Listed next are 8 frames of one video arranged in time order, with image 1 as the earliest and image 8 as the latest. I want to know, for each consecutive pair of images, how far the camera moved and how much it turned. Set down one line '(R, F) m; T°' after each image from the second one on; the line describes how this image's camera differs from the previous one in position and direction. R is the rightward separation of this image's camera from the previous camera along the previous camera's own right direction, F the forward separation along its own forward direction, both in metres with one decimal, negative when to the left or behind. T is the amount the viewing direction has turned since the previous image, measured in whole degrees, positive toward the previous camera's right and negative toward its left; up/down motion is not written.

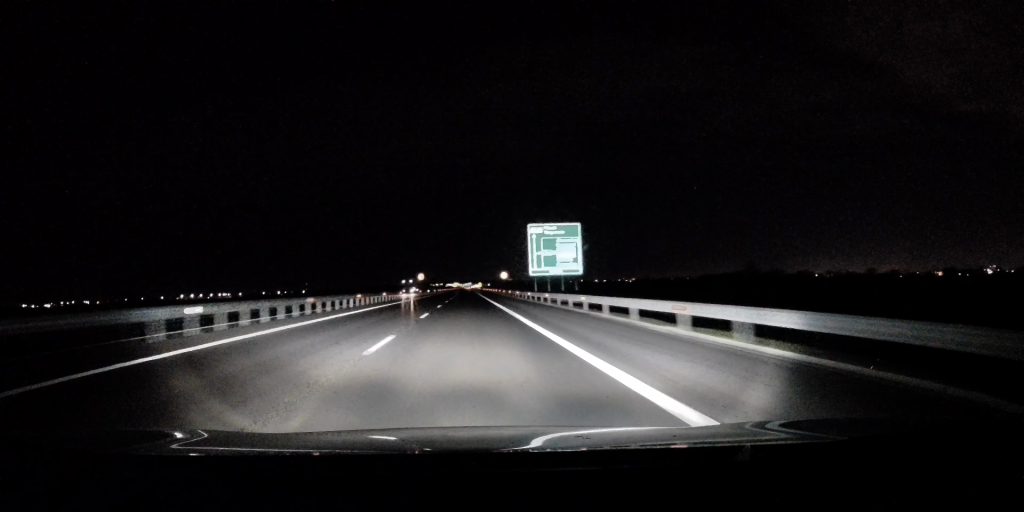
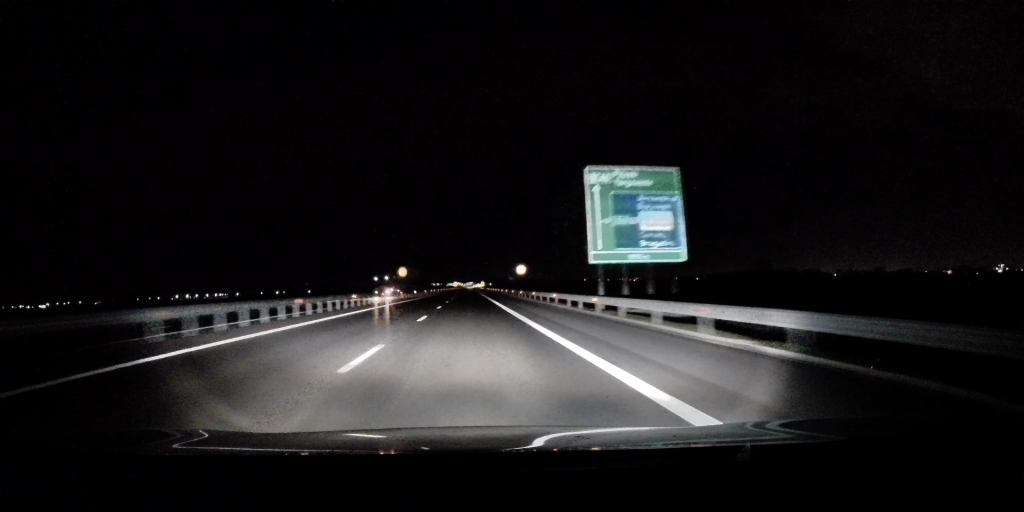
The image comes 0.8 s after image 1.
(-0.1, +26.2) m; 0°
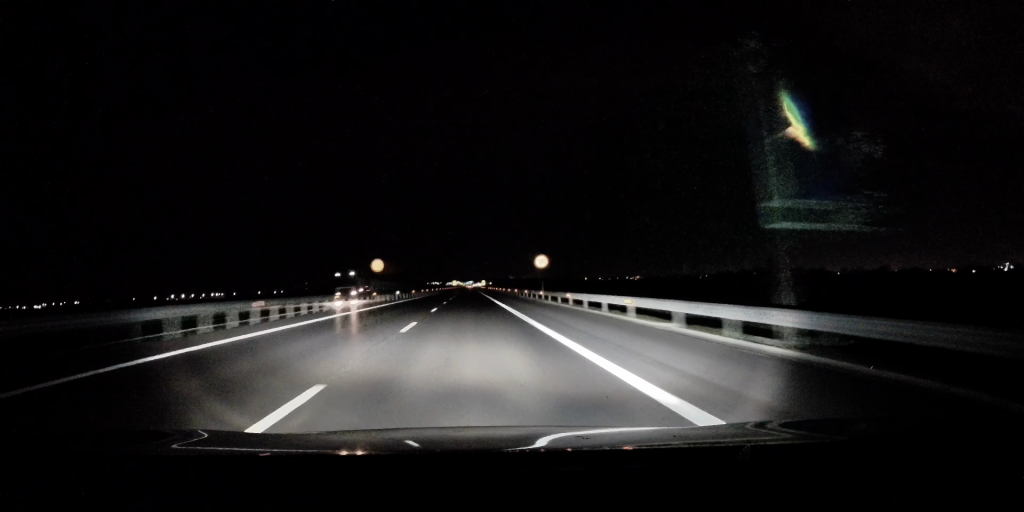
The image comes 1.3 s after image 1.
(0.0, +17.1) m; 0°
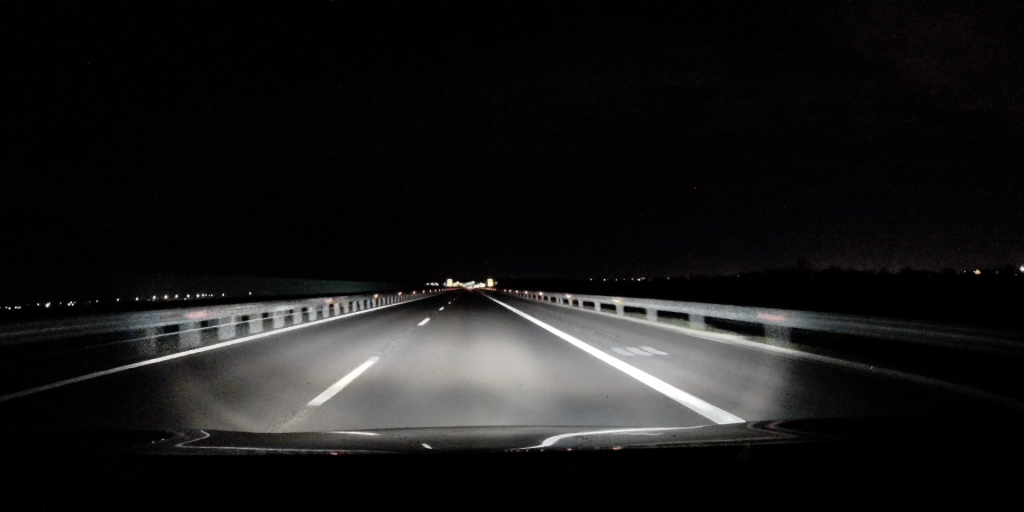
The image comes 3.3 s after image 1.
(0.0, +69.8) m; 0°
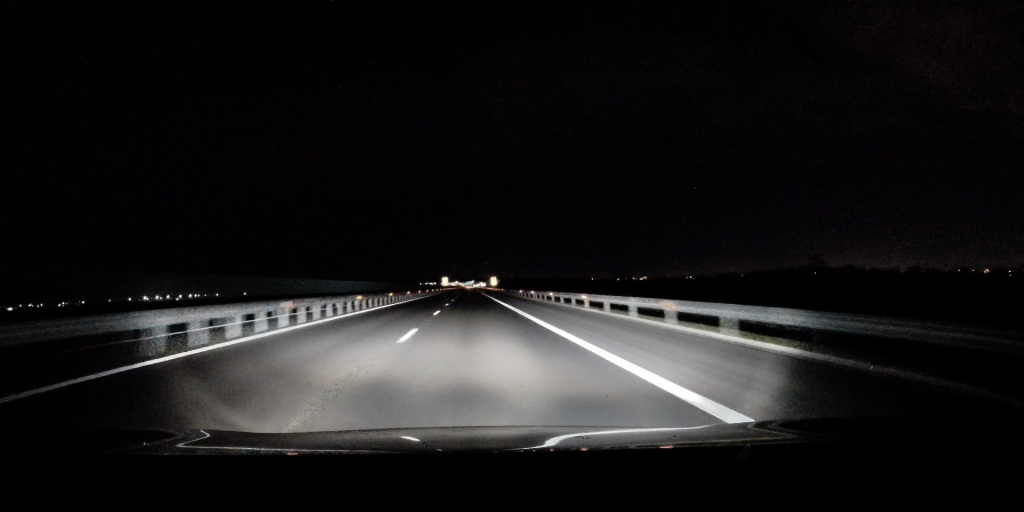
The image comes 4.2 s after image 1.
(-0.1, +29.8) m; 0°
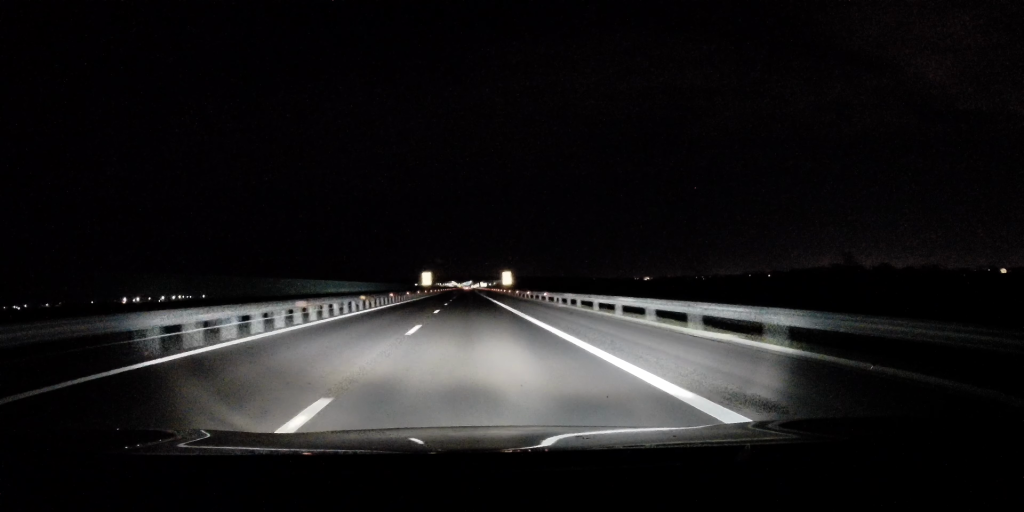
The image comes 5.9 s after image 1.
(+0.7, +58.5) m; +1°
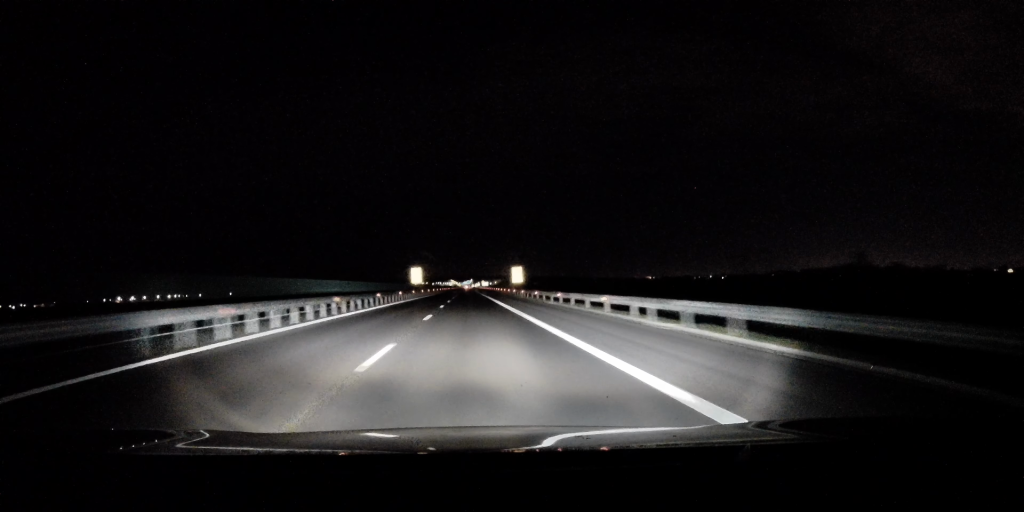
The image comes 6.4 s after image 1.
(+0.3, +18.3) m; 0°
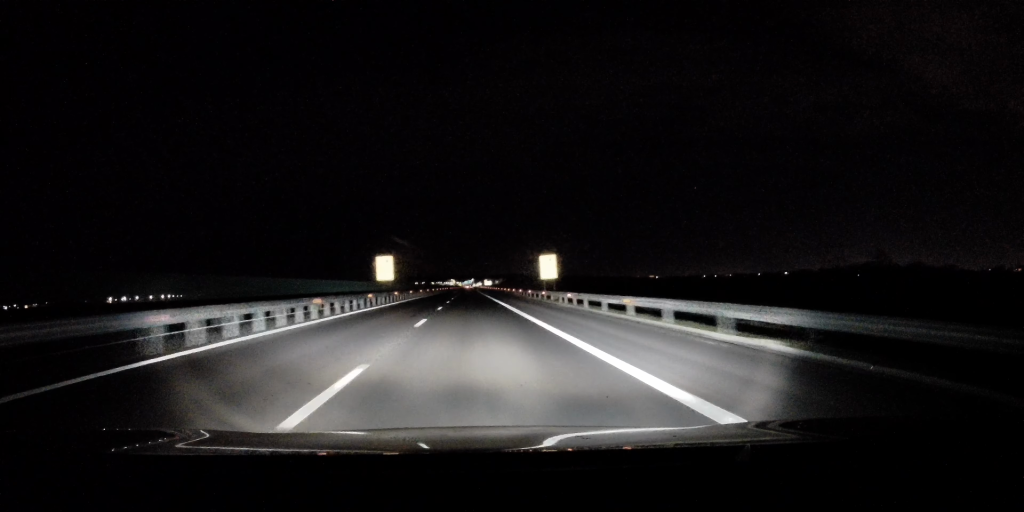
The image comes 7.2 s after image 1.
(-0.7, +27.4) m; -1°
